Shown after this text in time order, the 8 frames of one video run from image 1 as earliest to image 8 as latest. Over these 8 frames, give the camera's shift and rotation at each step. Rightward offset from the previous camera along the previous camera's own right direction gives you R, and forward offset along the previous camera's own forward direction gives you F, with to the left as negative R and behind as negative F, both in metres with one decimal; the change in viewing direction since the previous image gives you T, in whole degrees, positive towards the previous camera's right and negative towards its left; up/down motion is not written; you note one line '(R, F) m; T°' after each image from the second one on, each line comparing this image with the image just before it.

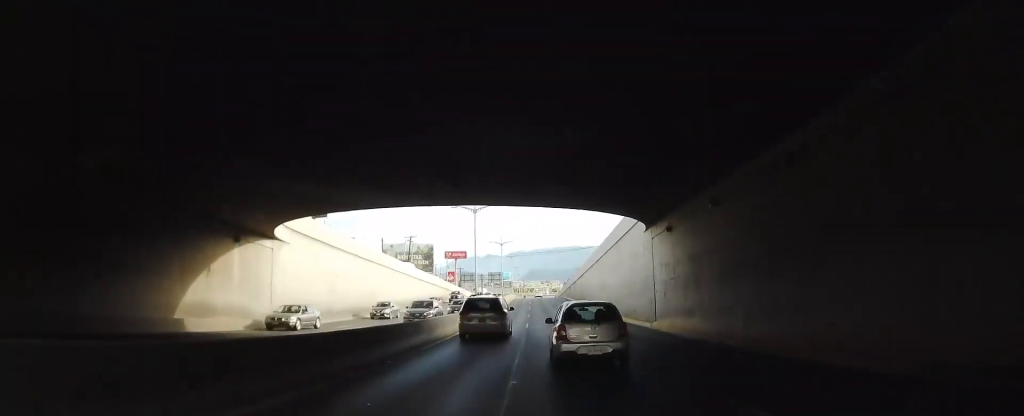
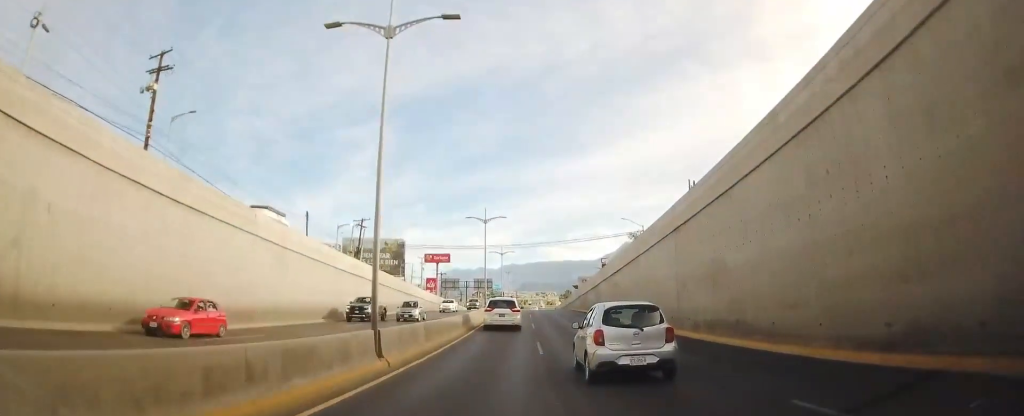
(+1.2, +28.2) m; 0°
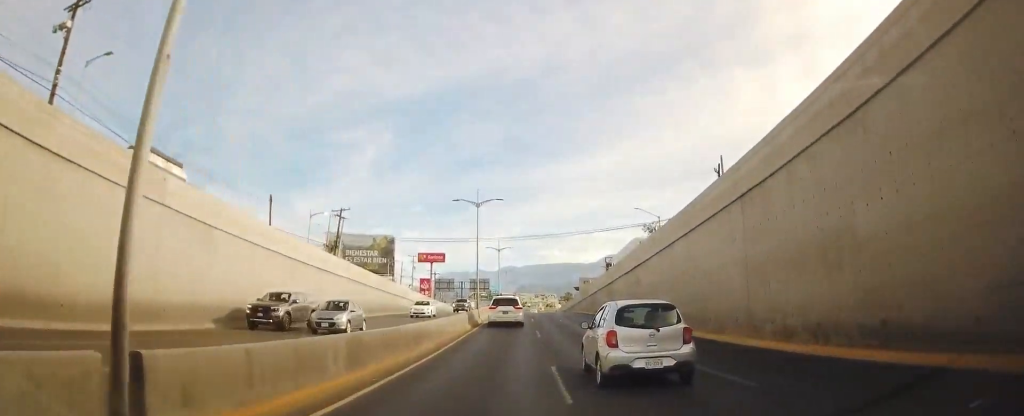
(-0.5, +8.3) m; -2°
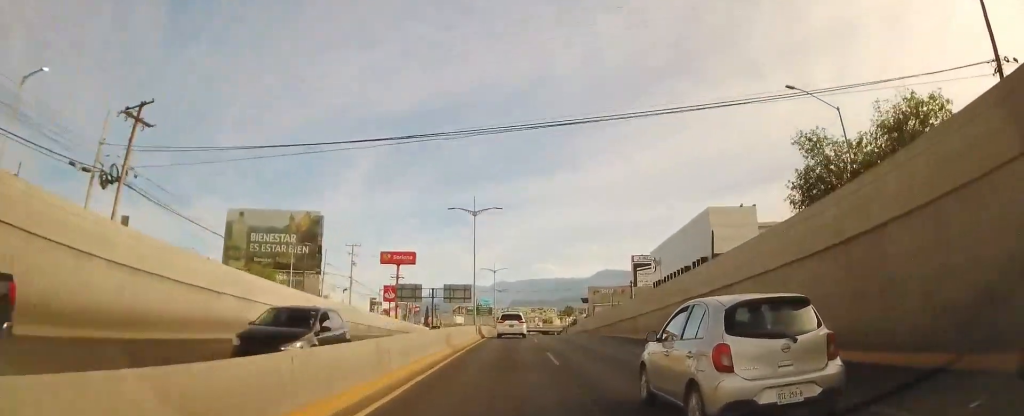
(-0.7, +36.7) m; +1°
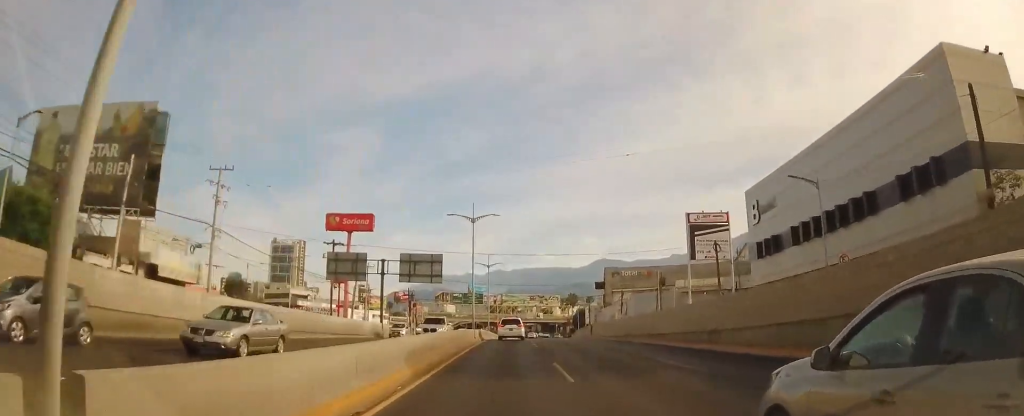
(+1.1, +33.6) m; 0°
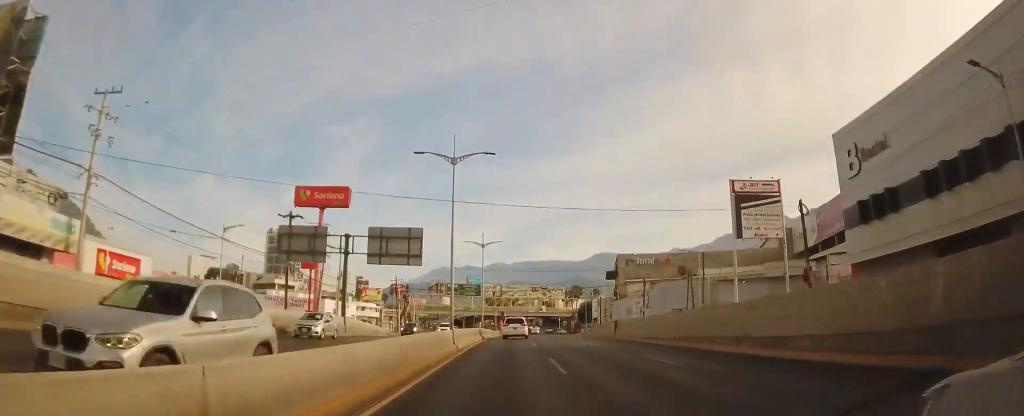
(-0.6, +13.6) m; -2°
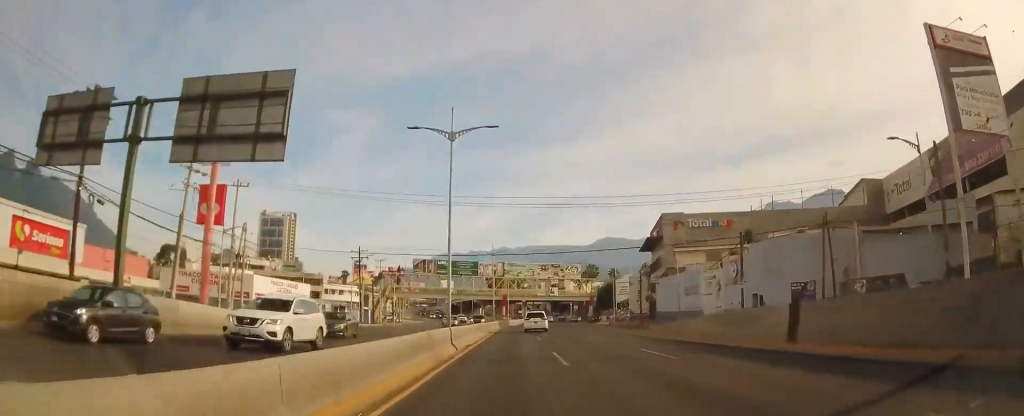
(-0.5, +28.7) m; -1°
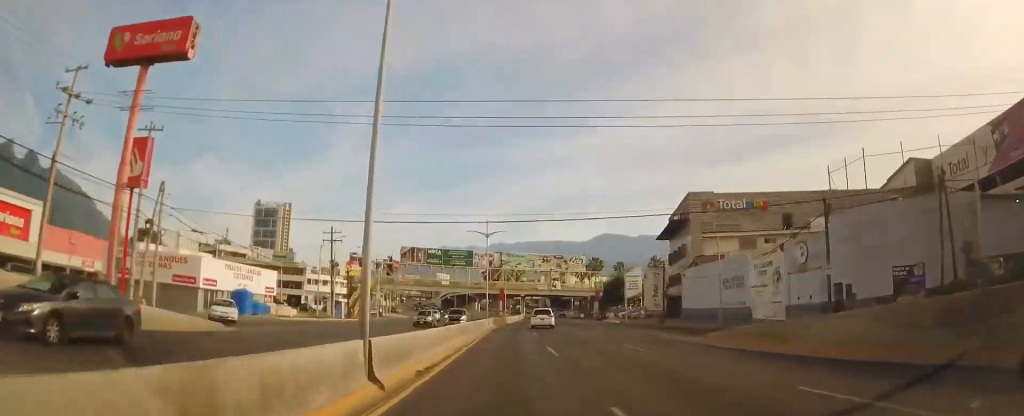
(0.0, +11.8) m; 0°
